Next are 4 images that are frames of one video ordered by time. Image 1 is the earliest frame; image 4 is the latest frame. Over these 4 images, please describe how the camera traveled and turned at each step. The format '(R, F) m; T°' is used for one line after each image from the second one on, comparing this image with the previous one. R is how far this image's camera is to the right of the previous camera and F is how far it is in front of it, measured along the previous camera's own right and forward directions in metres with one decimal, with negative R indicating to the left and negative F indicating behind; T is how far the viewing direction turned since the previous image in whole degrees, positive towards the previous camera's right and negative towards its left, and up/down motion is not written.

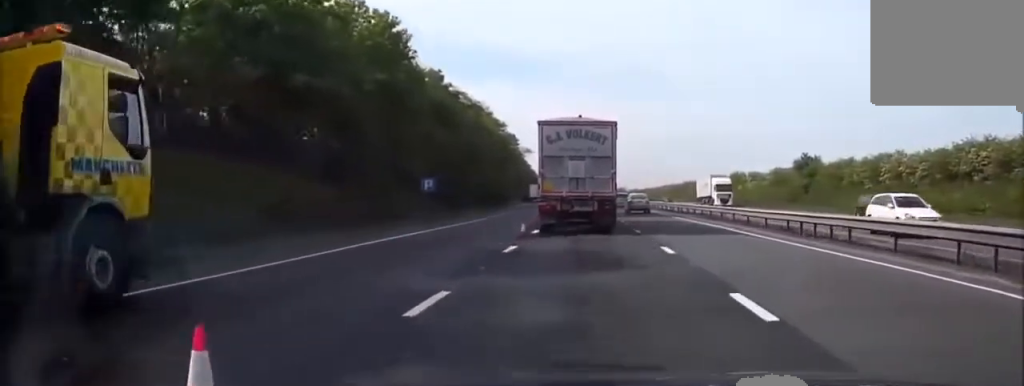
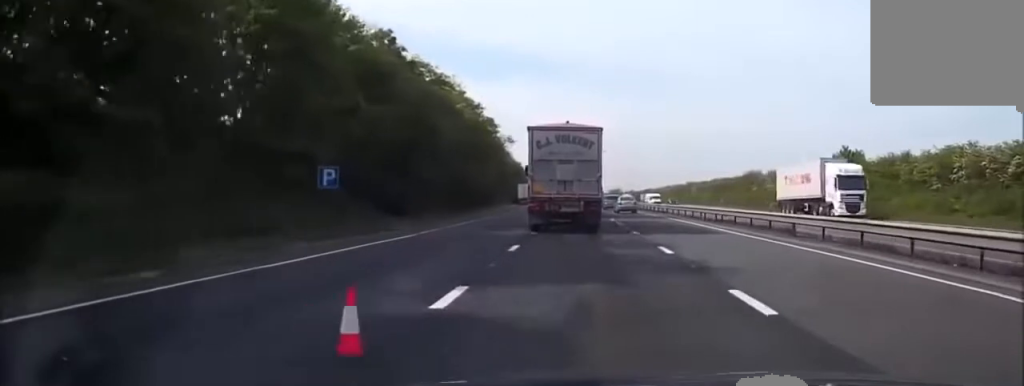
(+0.1, +17.4) m; +1°
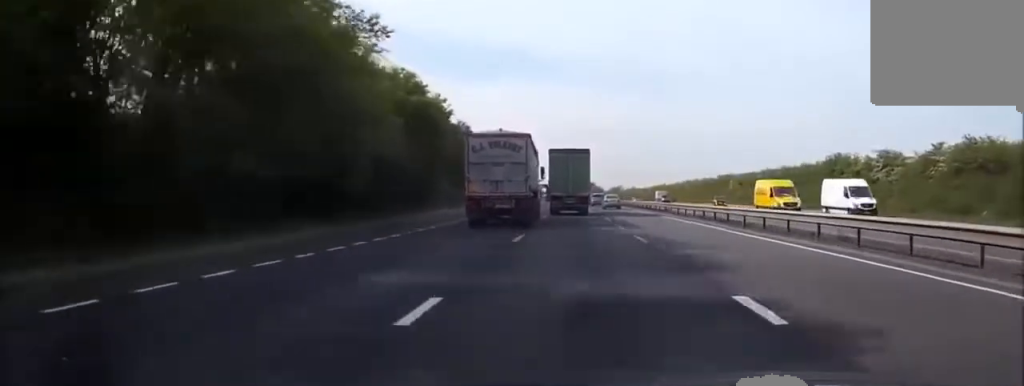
(0.0, +45.4) m; 0°
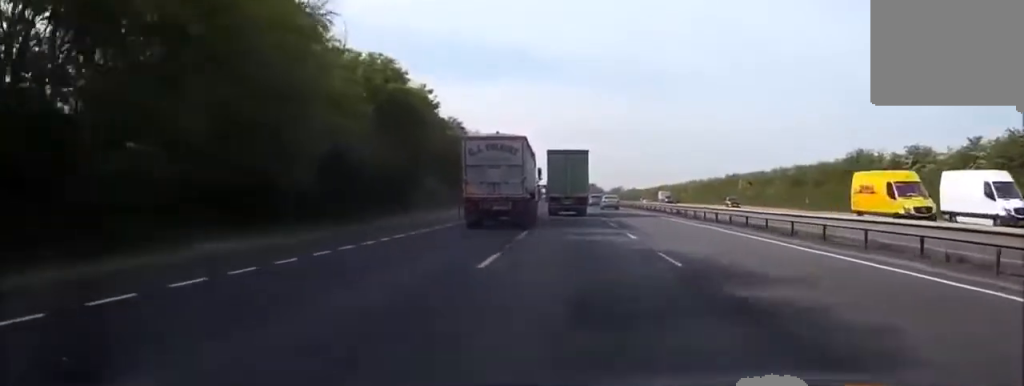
(0.0, +7.7) m; 0°
